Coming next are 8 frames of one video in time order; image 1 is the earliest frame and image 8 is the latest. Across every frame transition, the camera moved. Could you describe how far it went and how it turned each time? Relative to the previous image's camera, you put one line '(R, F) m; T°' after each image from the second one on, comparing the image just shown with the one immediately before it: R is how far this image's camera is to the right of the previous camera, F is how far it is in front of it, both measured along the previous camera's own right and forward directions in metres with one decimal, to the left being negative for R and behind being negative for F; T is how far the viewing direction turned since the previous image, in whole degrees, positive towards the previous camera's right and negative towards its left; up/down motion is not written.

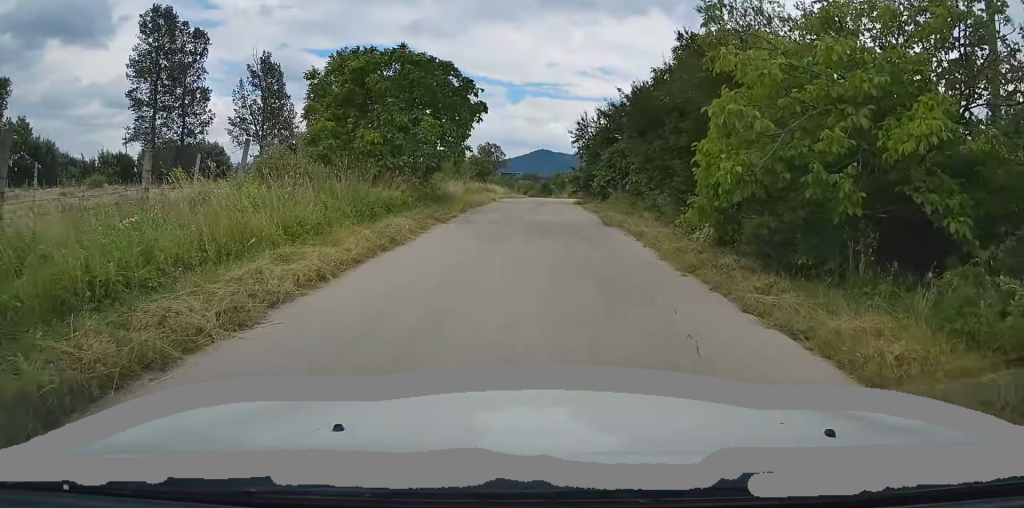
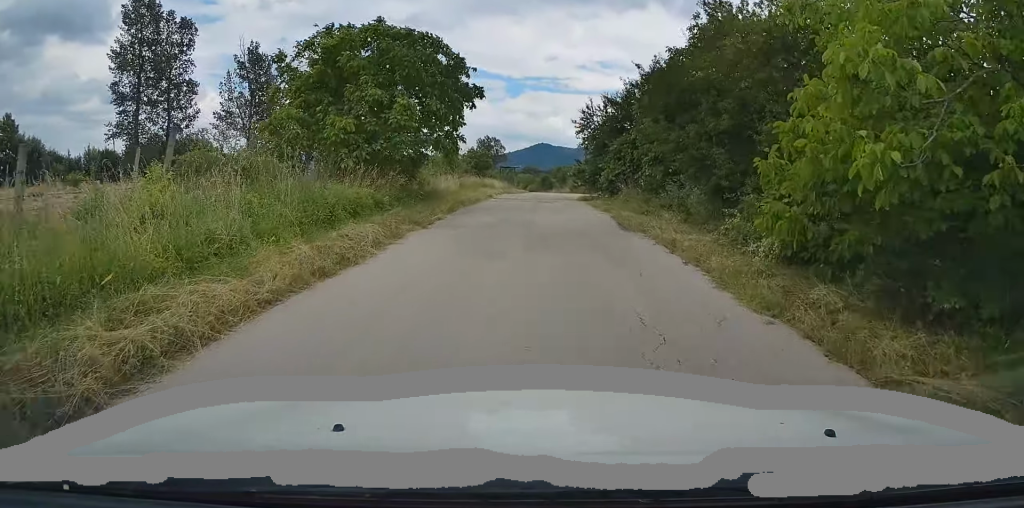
(0.0, +3.3) m; +2°
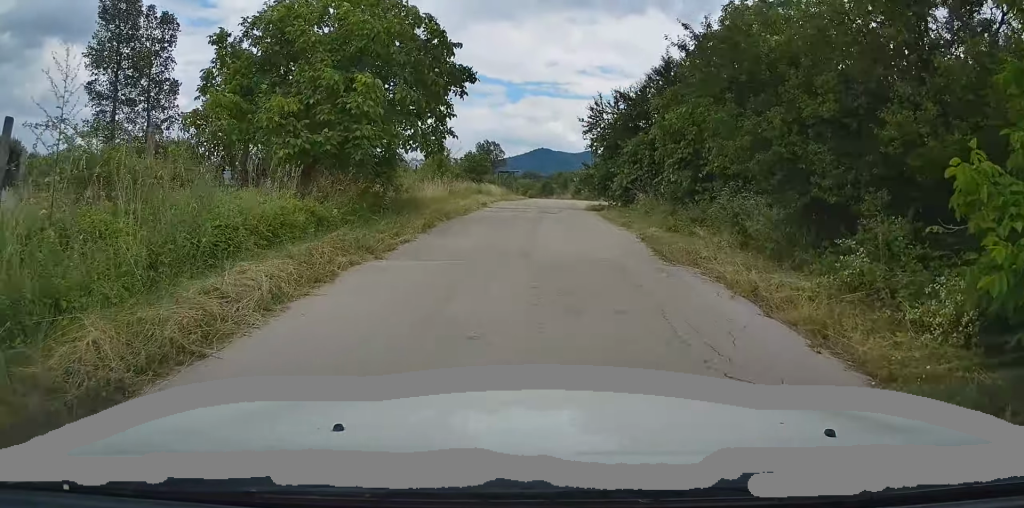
(+0.2, +4.5) m; +1°
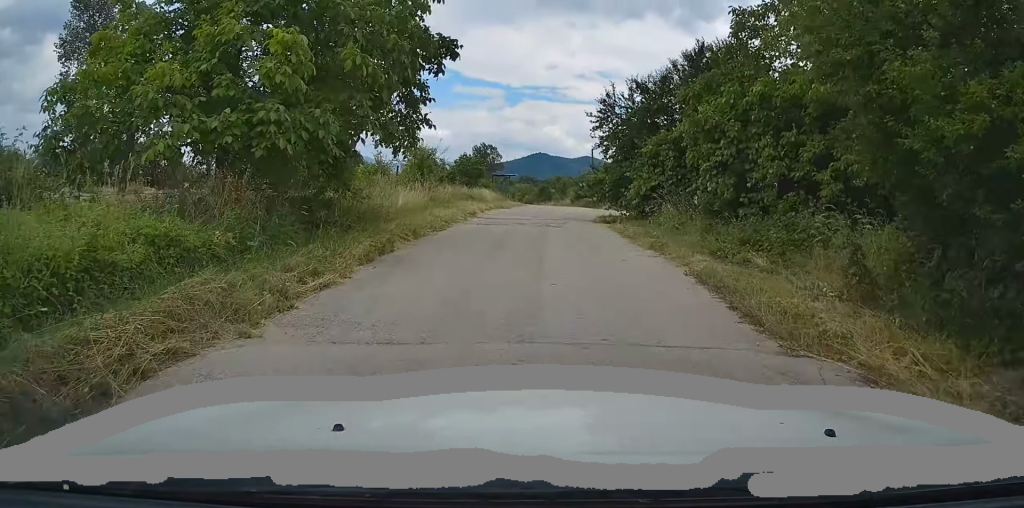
(0.0, +4.6) m; -1°
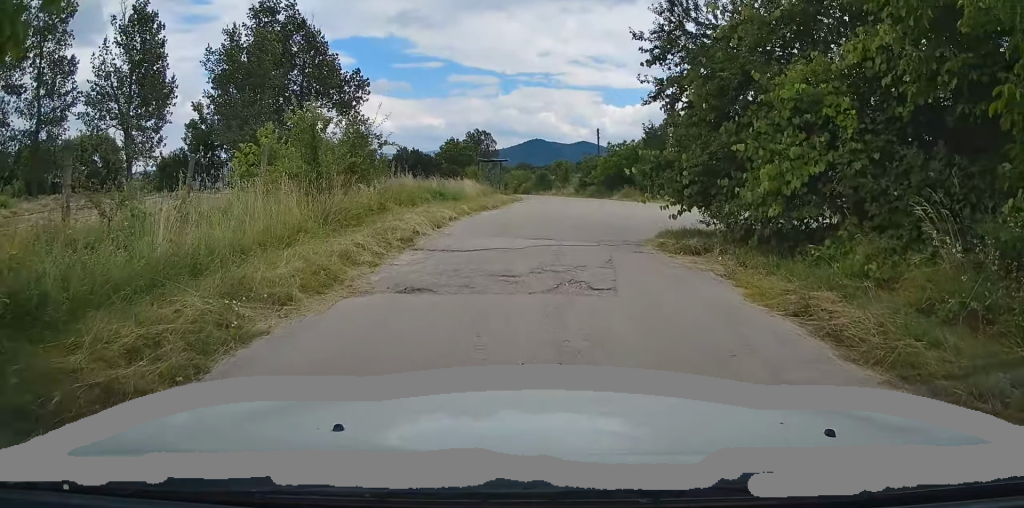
(-0.2, +11.3) m; +1°
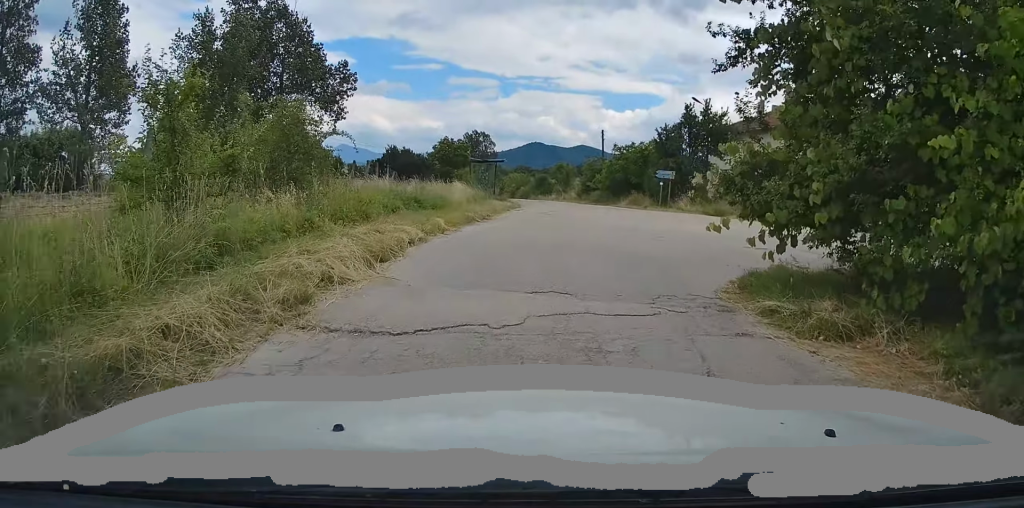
(+0.1, +5.0) m; +1°
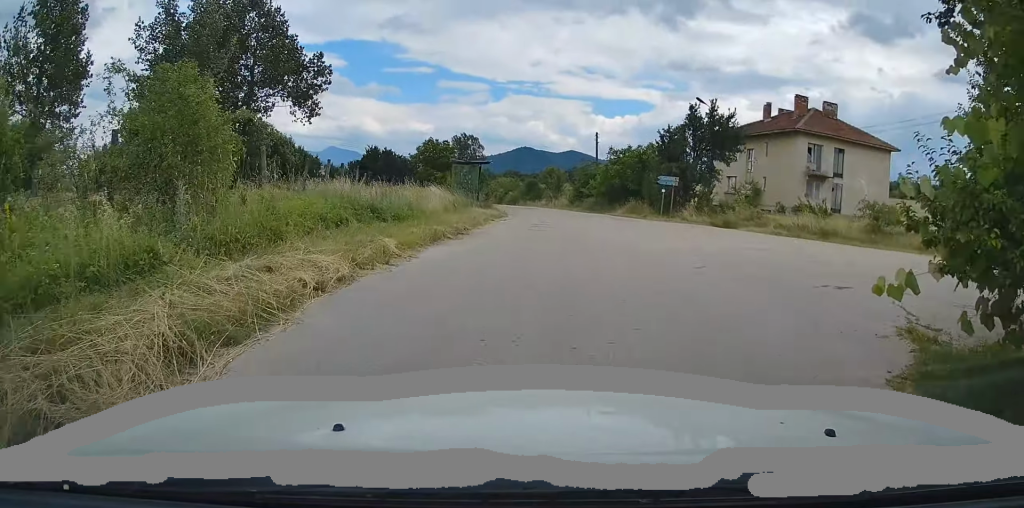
(-0.1, +4.4) m; +1°
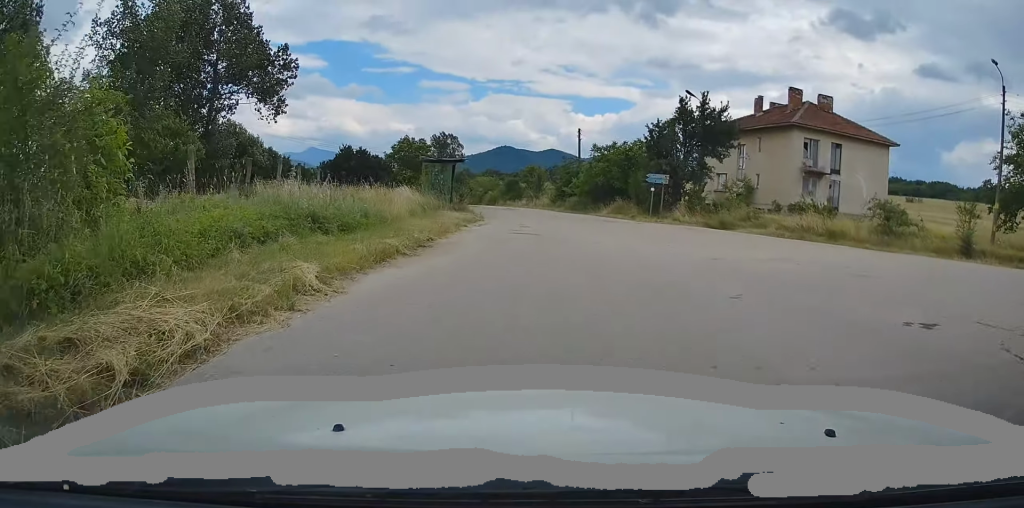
(+0.1, +2.9) m; +5°
